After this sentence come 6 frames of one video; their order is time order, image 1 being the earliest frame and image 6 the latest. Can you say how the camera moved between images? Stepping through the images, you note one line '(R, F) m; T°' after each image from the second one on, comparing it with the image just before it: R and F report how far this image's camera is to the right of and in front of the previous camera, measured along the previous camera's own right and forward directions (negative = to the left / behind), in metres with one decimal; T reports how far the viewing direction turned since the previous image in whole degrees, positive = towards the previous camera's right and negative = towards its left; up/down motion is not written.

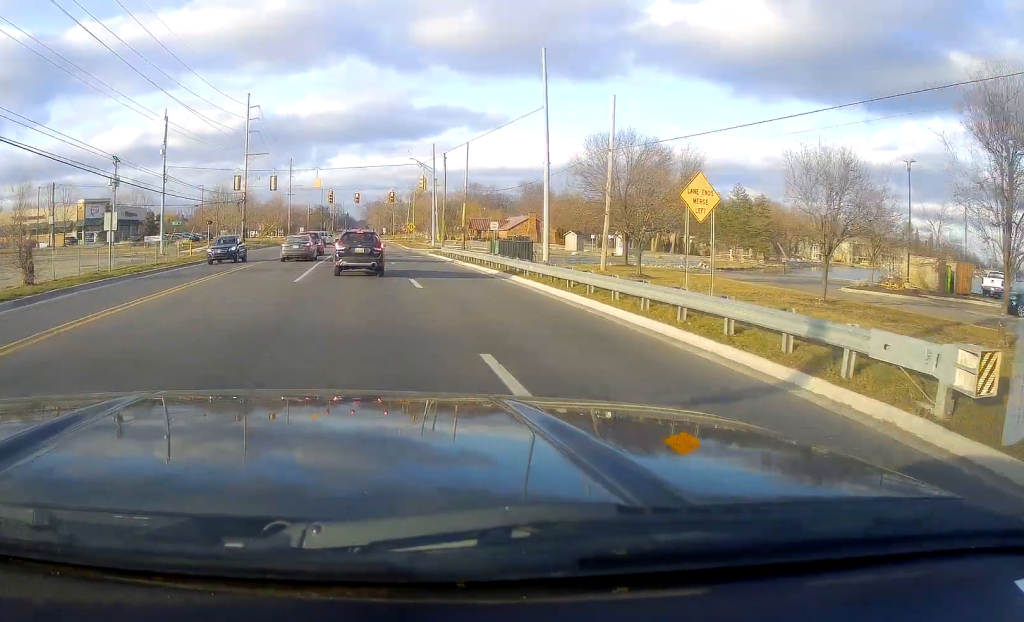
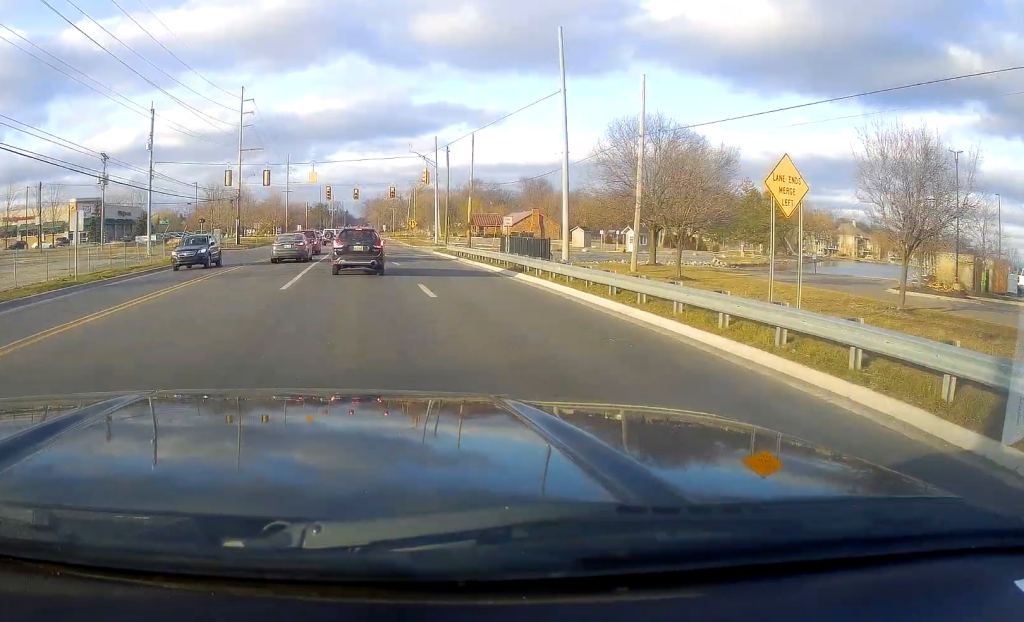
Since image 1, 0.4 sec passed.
(+0.2, +4.1) m; -2°
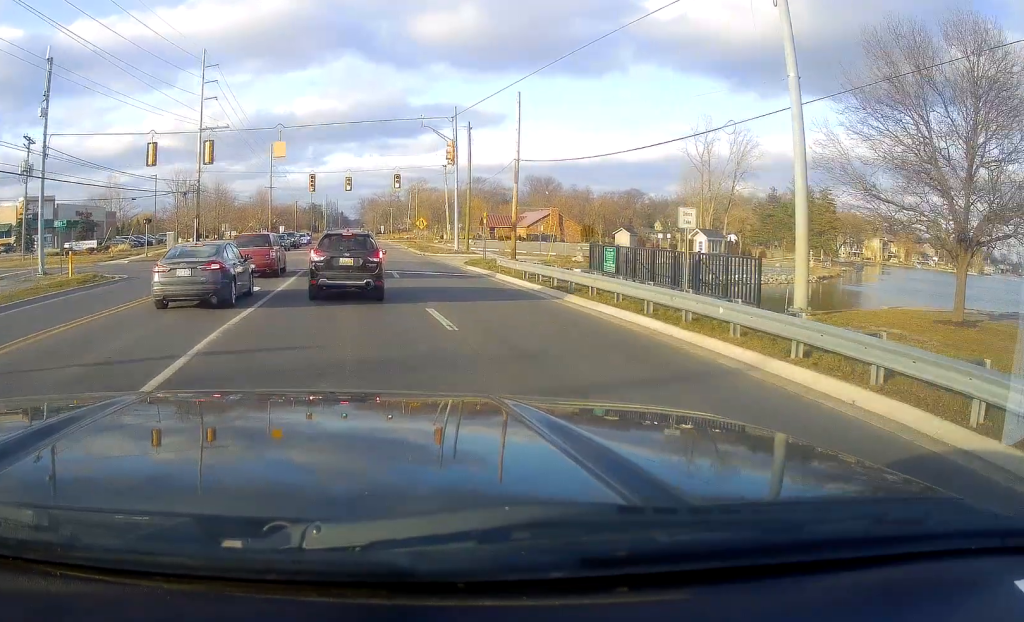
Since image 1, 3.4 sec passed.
(+0.3, +21.3) m; +5°
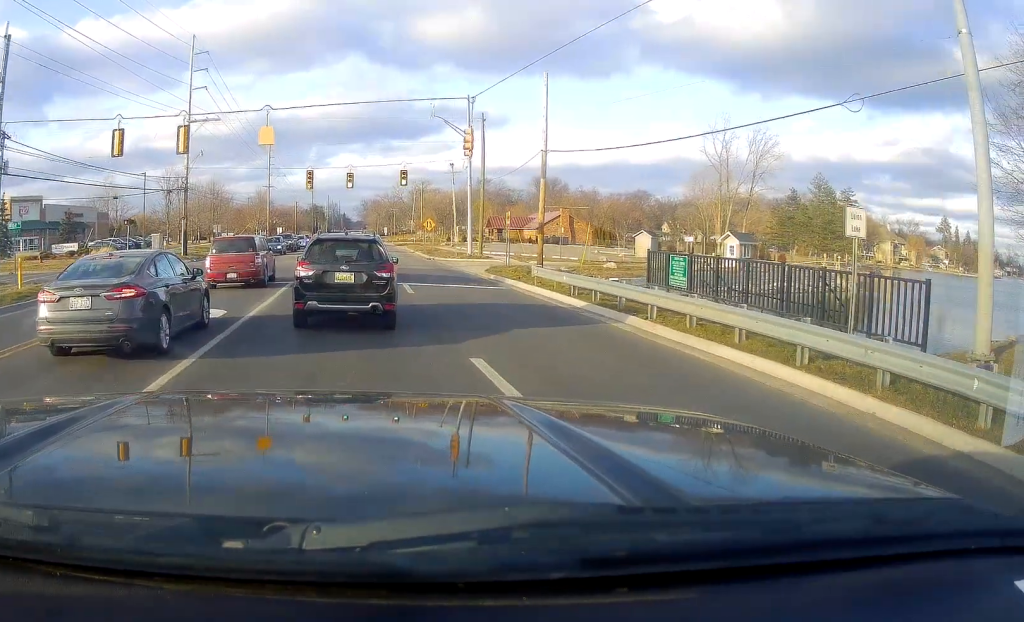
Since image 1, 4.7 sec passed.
(0.0, +6.2) m; 0°
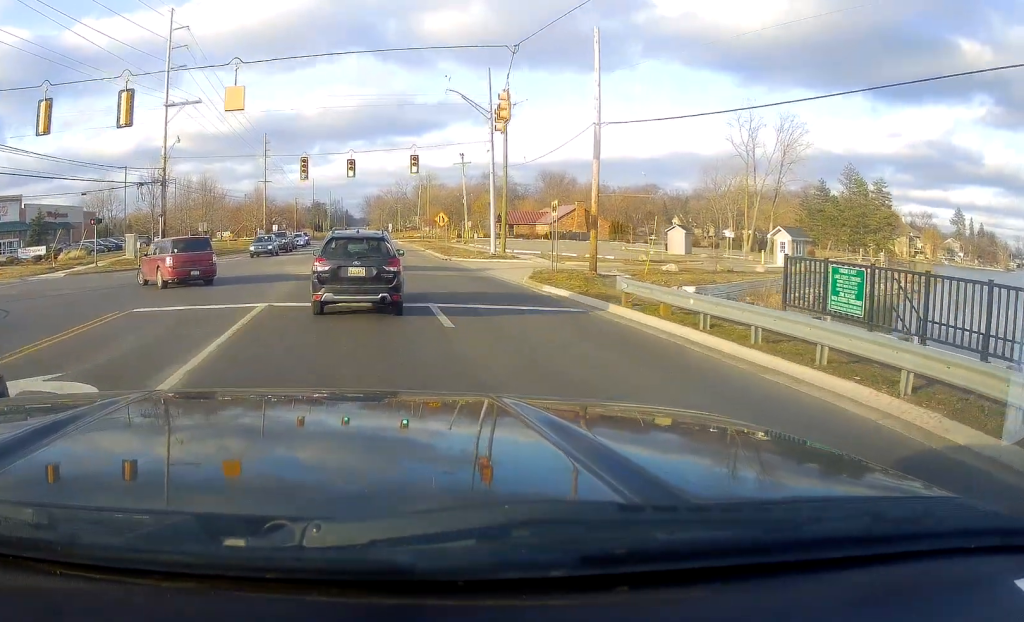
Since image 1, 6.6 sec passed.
(0.0, +8.4) m; -1°
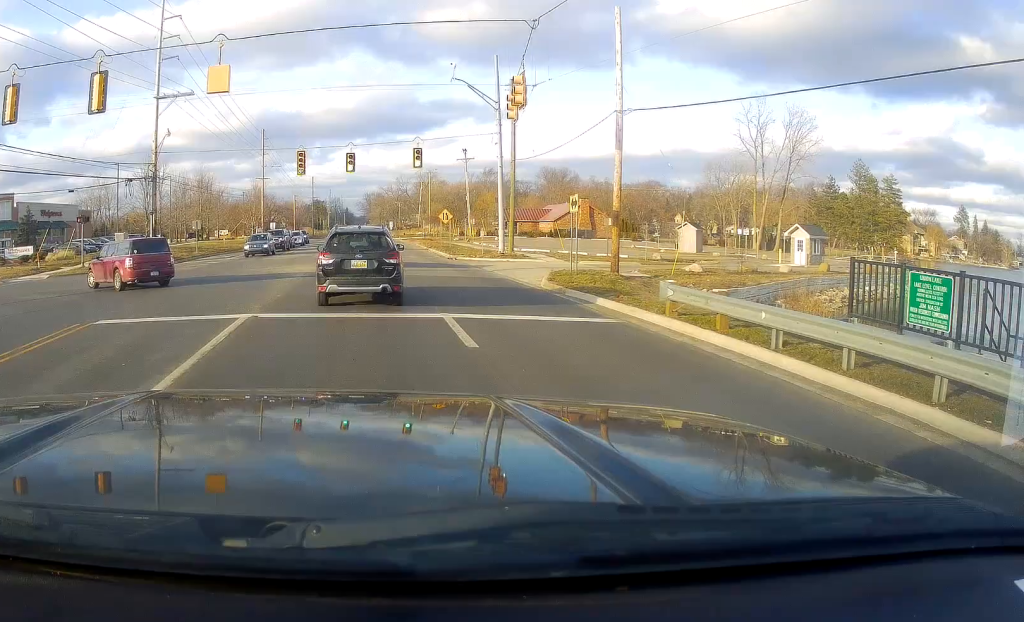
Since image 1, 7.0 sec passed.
(0.0, +2.1) m; -1°
